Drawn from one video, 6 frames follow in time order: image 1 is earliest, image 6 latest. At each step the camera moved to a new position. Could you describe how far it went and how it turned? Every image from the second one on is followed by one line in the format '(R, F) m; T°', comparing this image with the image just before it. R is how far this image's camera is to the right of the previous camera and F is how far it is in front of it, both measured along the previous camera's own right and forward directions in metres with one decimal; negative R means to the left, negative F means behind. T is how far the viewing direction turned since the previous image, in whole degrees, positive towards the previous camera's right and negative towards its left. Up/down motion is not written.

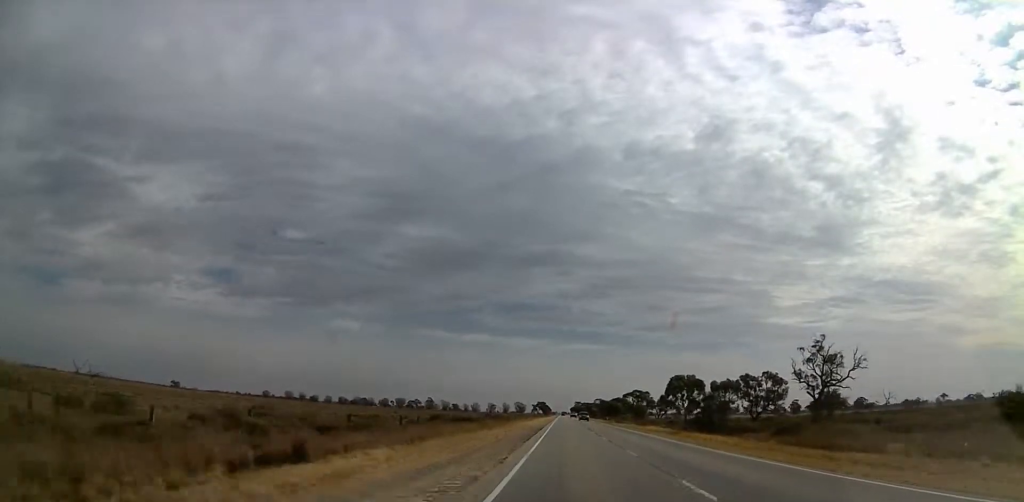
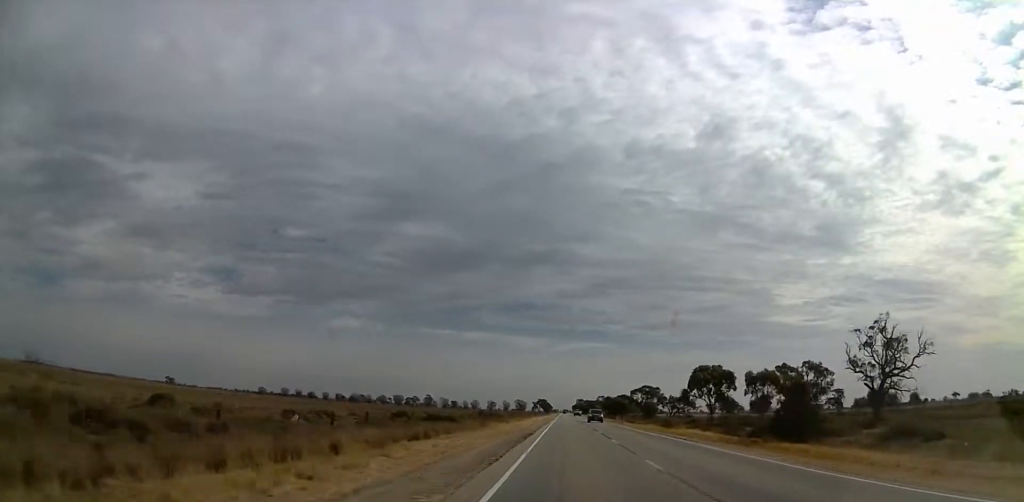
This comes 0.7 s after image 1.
(0.0, +19.0) m; 0°
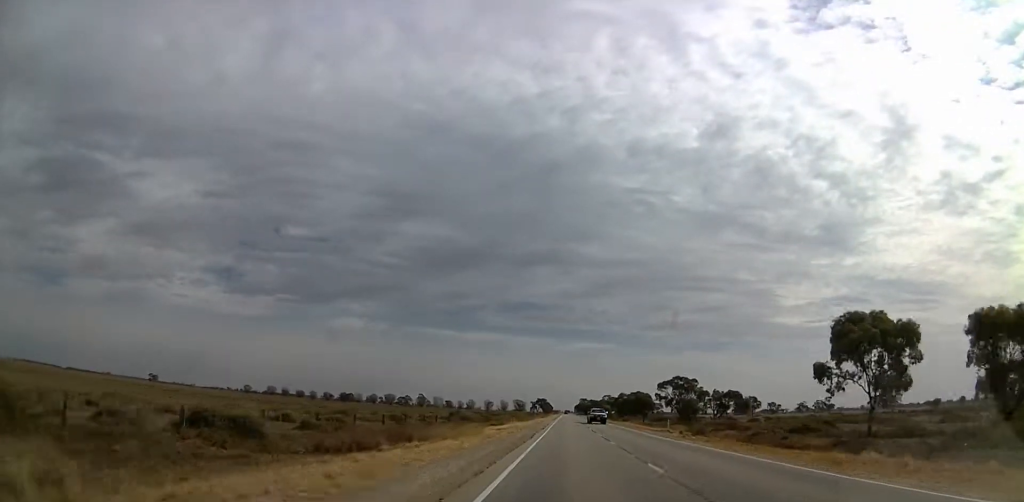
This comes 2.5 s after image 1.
(0.0, +48.5) m; 0°
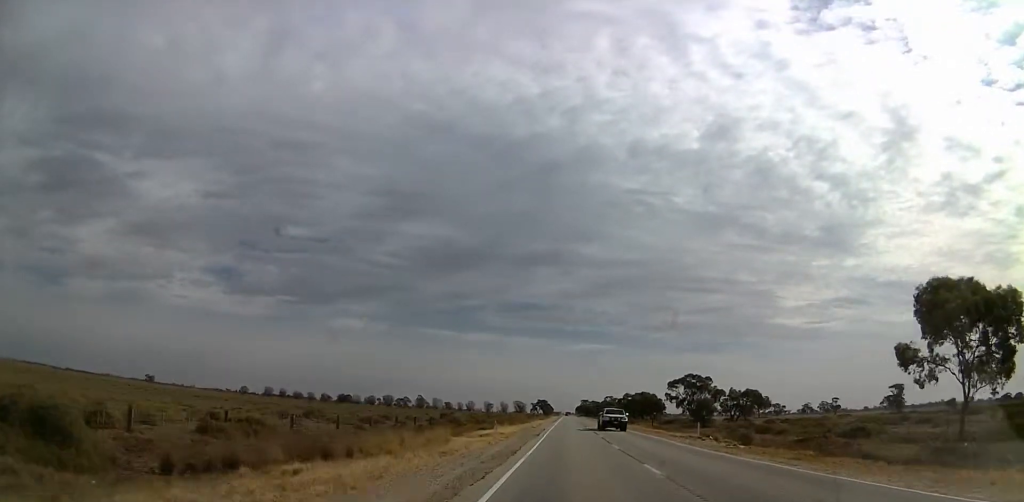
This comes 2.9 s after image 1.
(0.0, +11.7) m; 0°
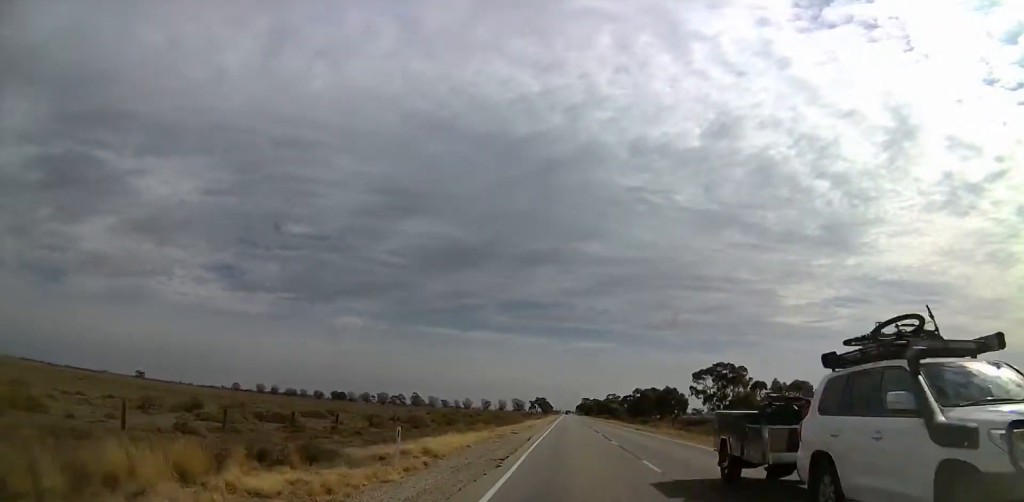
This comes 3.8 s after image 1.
(0.0, +23.5) m; 0°
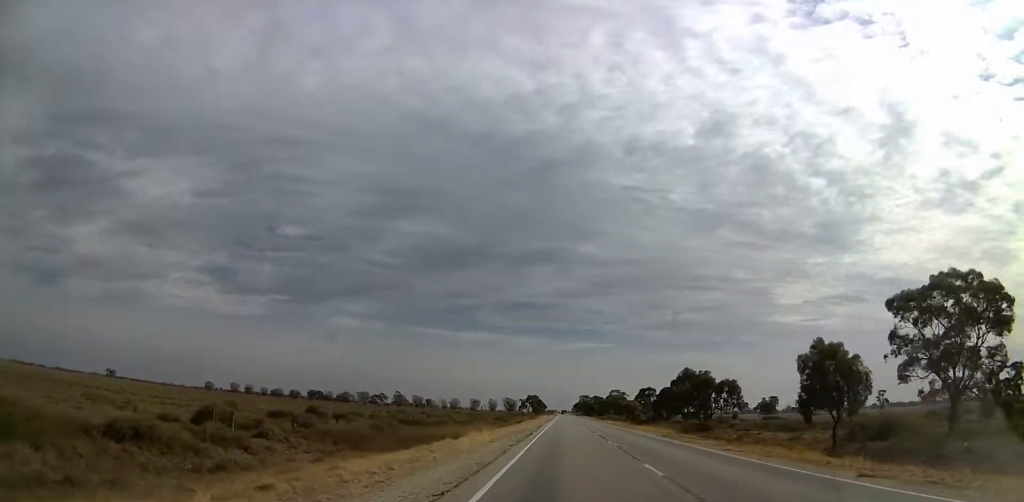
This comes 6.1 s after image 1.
(0.0, +61.2) m; 0°
